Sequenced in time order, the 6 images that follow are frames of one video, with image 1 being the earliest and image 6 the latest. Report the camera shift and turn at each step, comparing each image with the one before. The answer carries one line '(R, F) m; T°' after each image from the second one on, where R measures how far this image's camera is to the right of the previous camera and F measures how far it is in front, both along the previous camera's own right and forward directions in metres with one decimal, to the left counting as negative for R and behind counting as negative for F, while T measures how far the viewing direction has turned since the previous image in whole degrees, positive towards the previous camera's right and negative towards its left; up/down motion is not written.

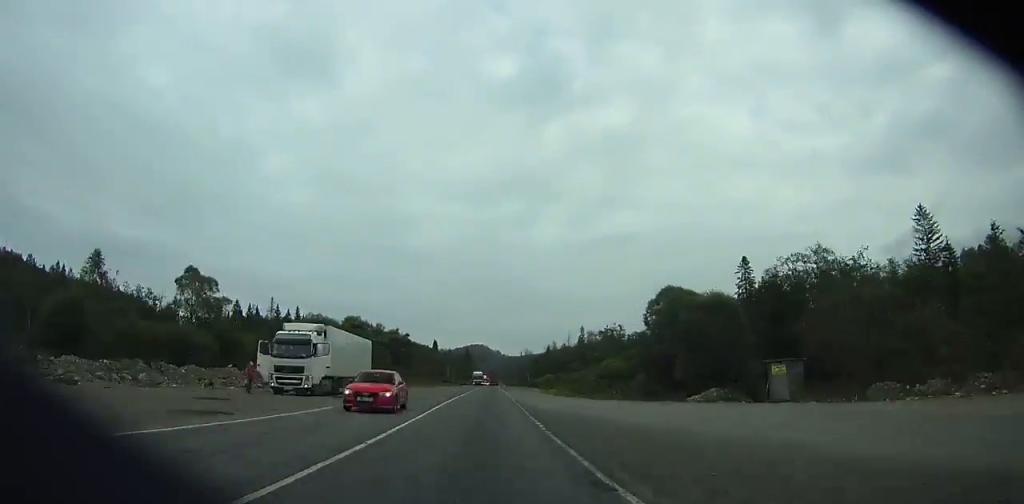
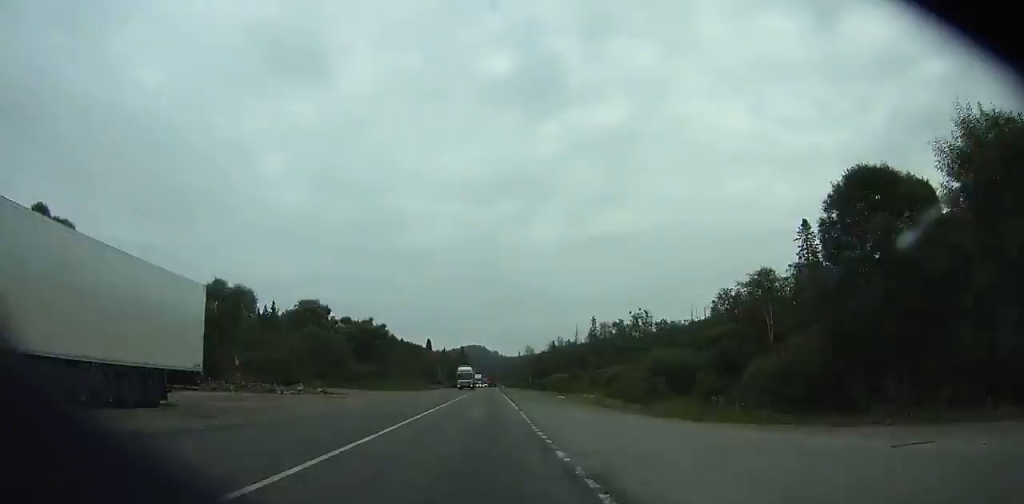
(0.0, +27.1) m; 0°
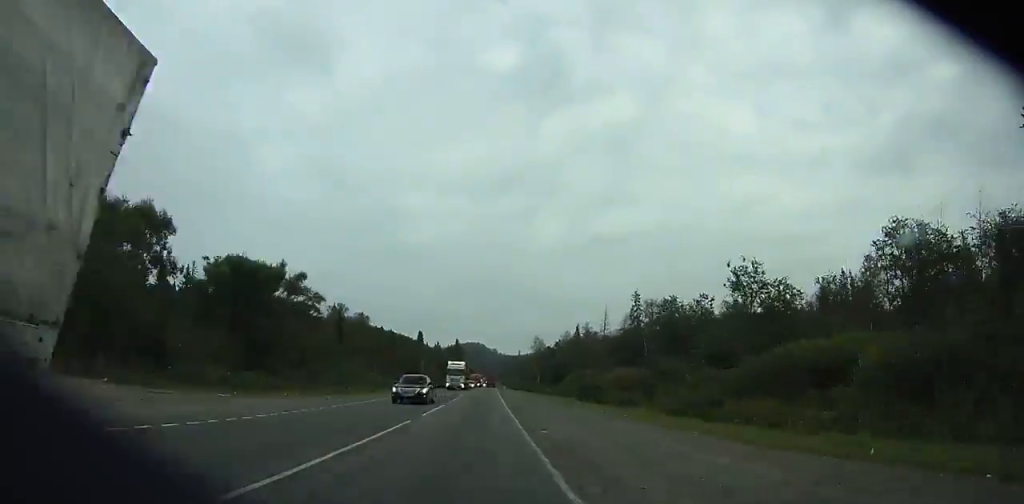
(0.0, +51.3) m; 0°
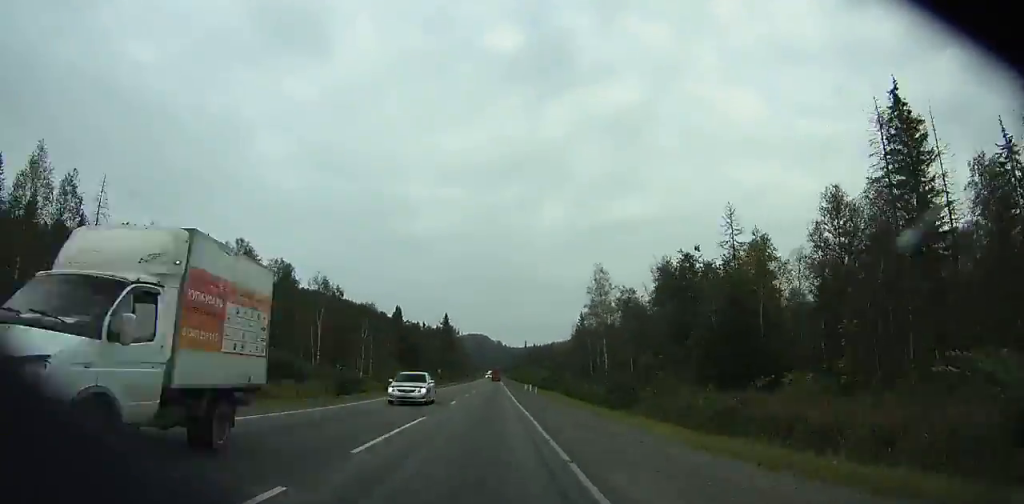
(0.0, +106.0) m; 0°
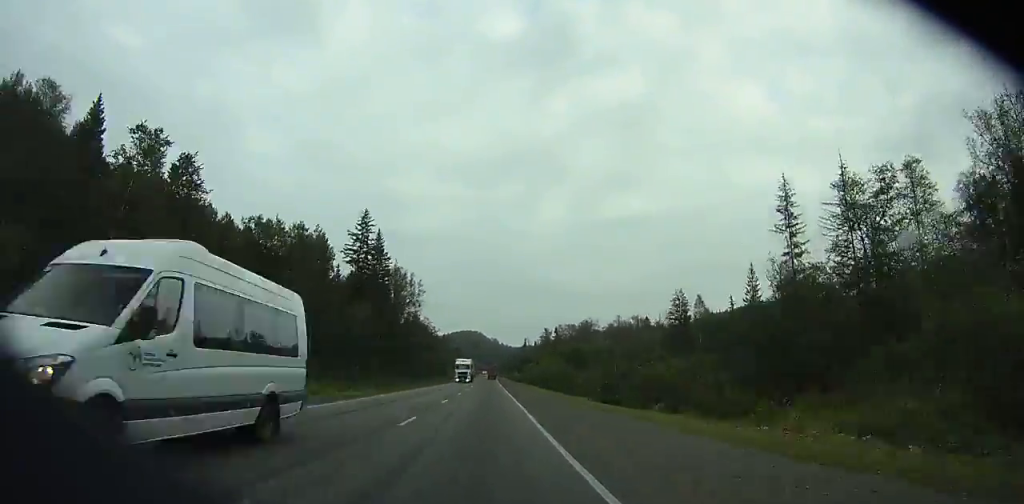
(+0.5, +144.1) m; 0°
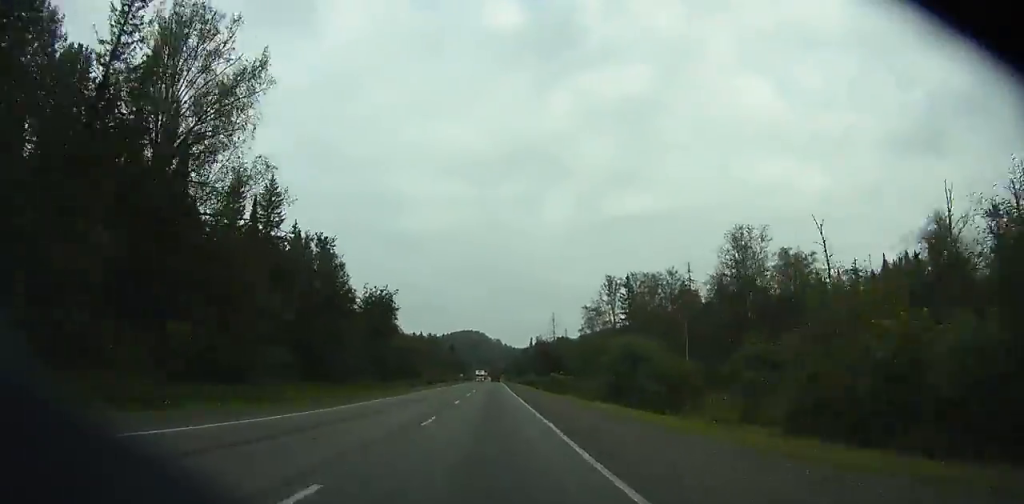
(-0.5, +94.6) m; 0°
